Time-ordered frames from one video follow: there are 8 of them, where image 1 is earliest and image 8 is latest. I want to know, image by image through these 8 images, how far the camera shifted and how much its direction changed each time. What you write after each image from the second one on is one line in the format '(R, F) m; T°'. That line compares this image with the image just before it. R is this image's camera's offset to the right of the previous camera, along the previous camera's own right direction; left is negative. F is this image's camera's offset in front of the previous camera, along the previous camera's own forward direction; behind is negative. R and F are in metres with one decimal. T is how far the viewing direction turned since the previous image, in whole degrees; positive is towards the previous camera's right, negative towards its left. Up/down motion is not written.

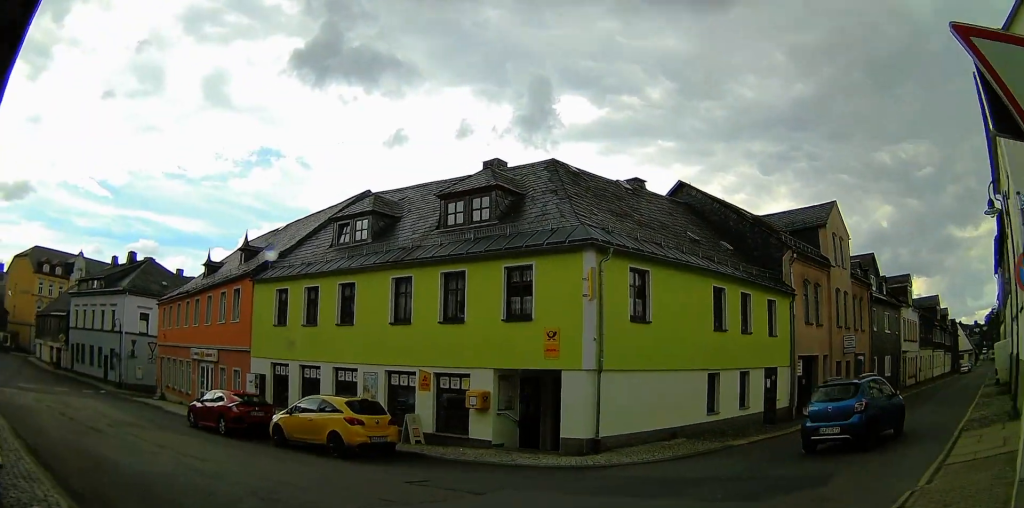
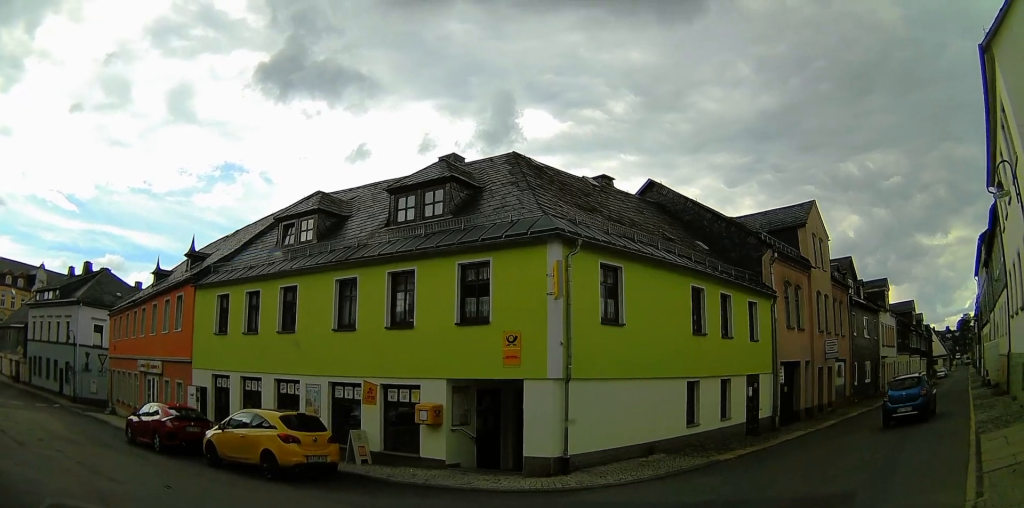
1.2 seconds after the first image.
(+0.6, +2.6) m; +17°
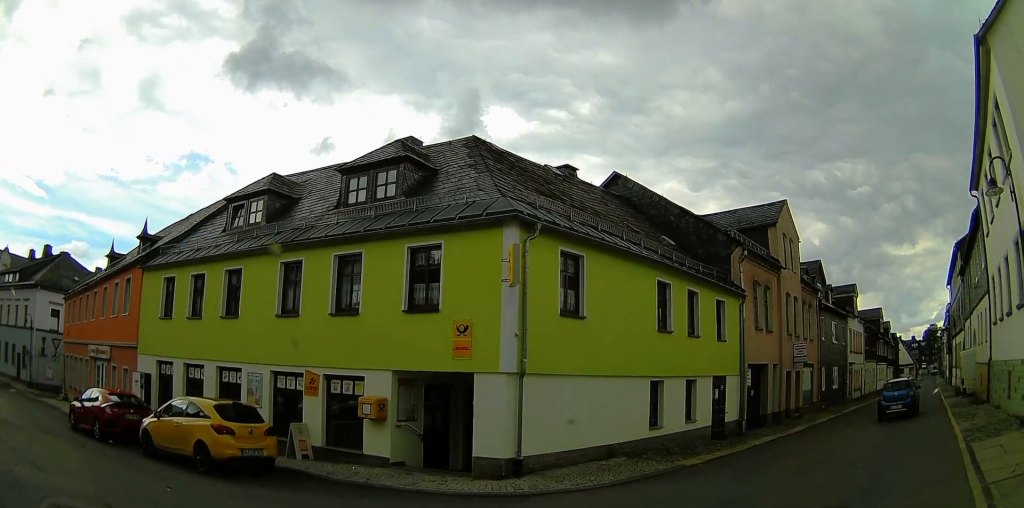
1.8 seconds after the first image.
(0.0, +1.5) m; +4°
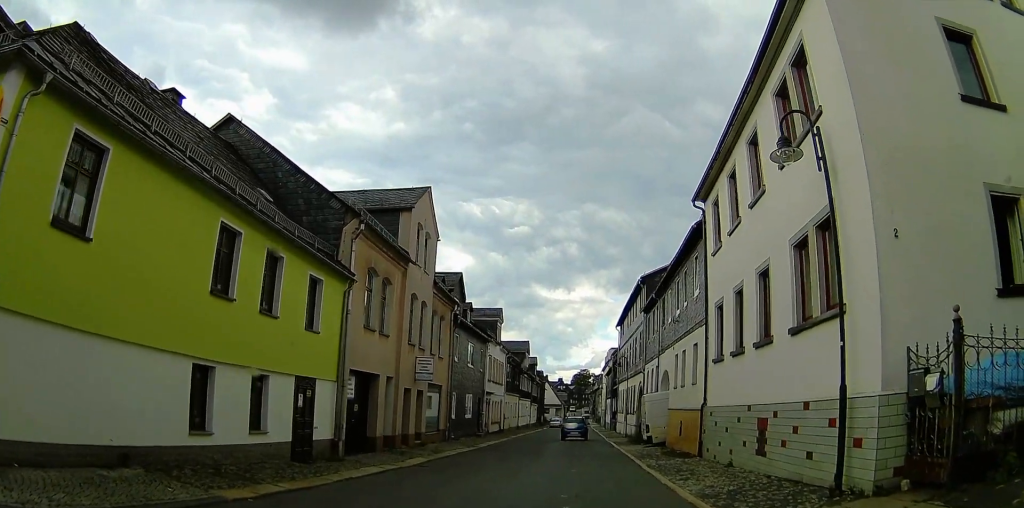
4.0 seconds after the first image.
(+0.9, +5.4) m; +17°
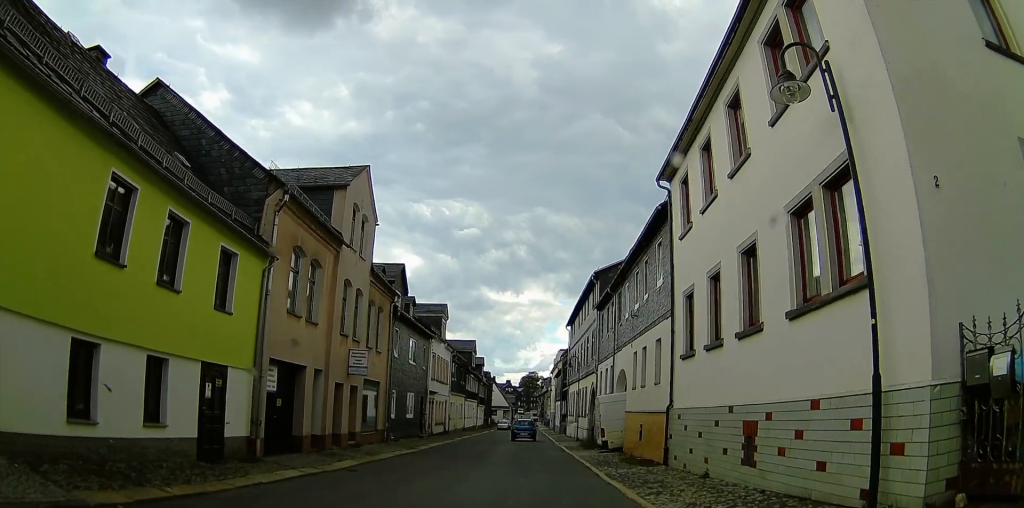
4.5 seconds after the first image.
(+0.1, +1.7) m; +3°
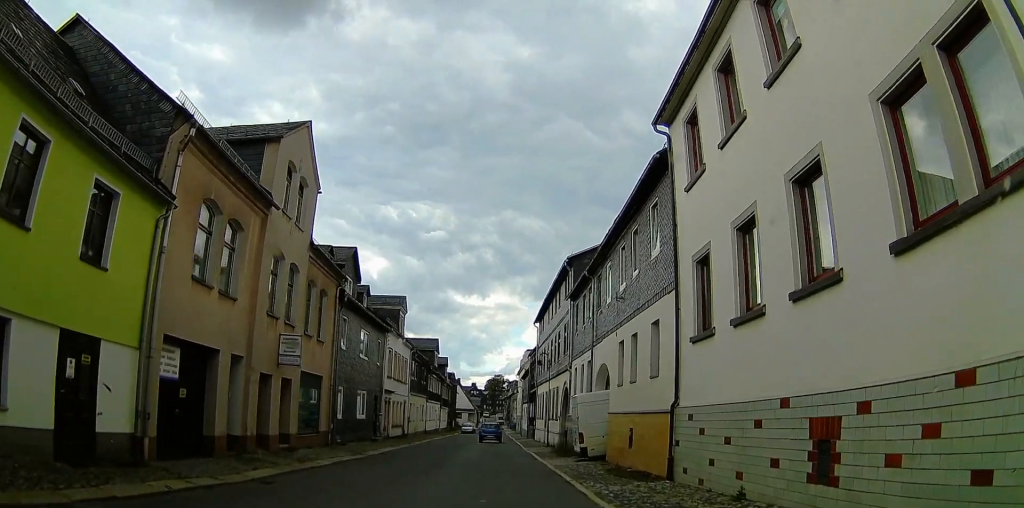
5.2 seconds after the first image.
(-0.1, +3.4) m; +6°
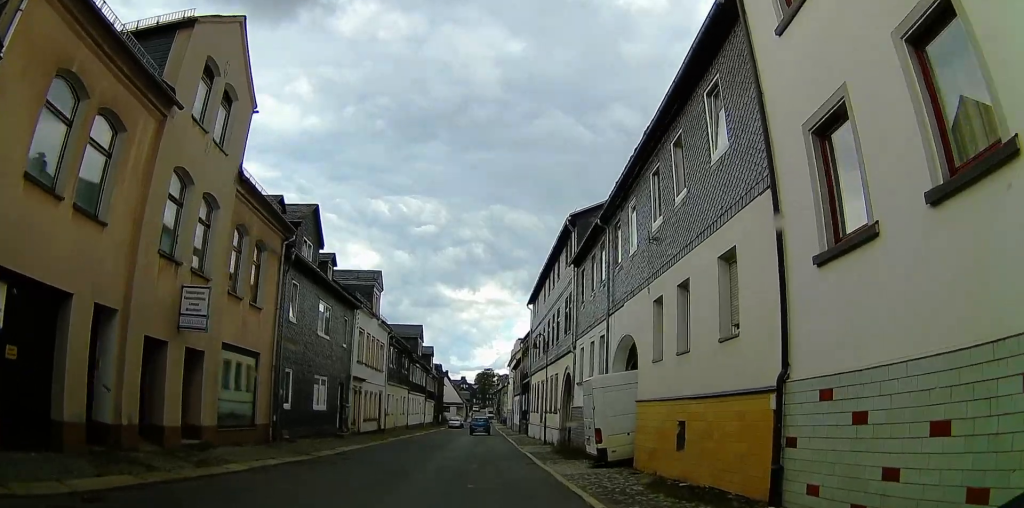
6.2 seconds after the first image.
(+0.5, +5.1) m; -3°
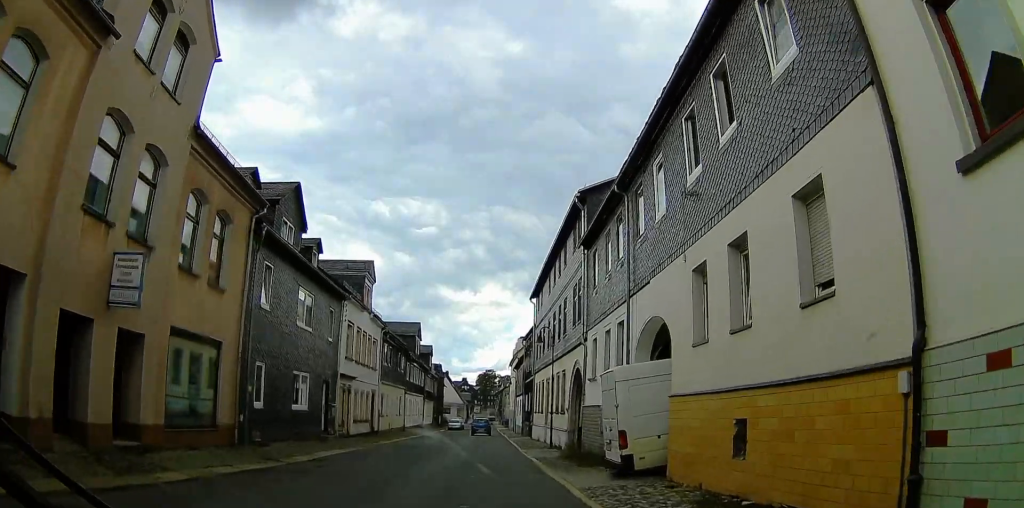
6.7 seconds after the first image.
(-0.3, +2.8) m; -4°
